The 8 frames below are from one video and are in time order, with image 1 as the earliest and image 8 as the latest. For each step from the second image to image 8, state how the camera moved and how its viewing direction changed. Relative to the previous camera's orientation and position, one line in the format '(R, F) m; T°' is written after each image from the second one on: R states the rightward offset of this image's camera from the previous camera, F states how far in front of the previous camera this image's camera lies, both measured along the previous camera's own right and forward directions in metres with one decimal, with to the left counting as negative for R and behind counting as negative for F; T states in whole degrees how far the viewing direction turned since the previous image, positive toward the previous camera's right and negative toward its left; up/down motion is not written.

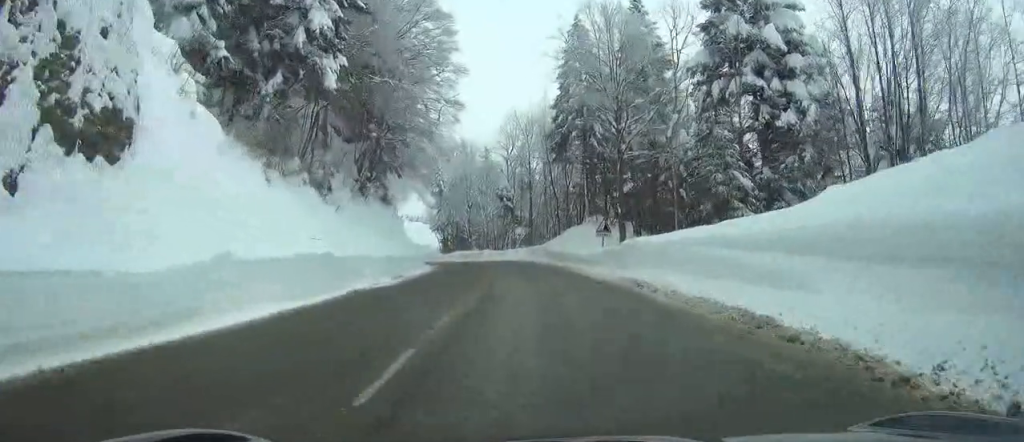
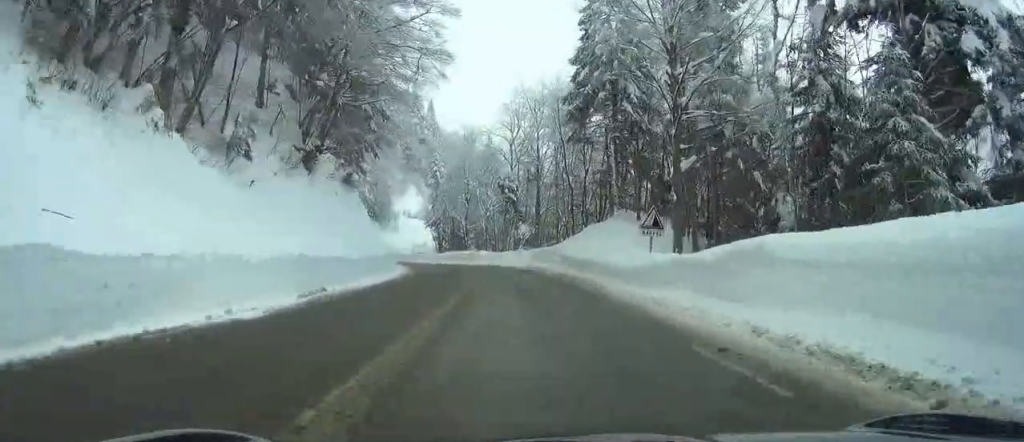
(0.0, +12.8) m; 0°
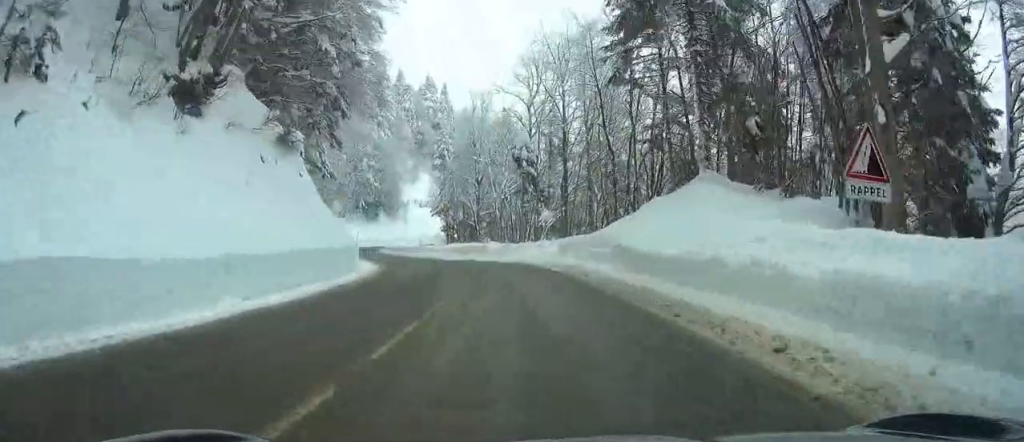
(0.0, +14.4) m; 0°
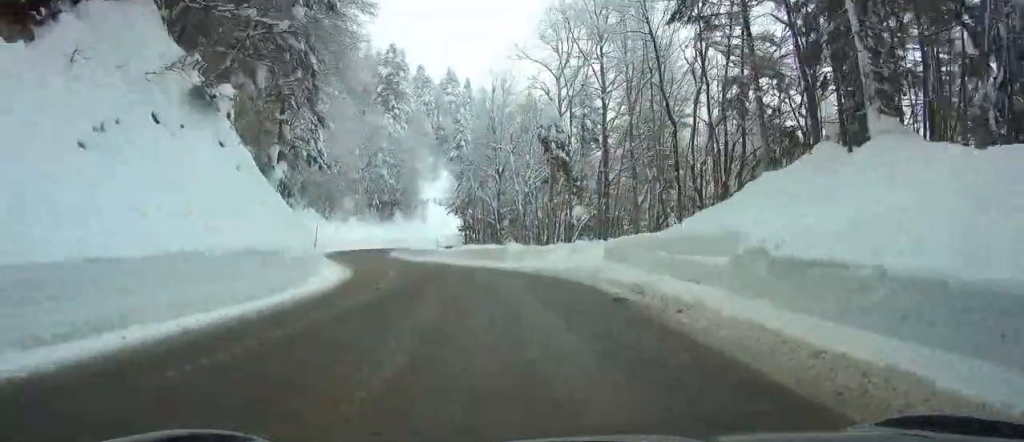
(0.0, +10.2) m; -3°
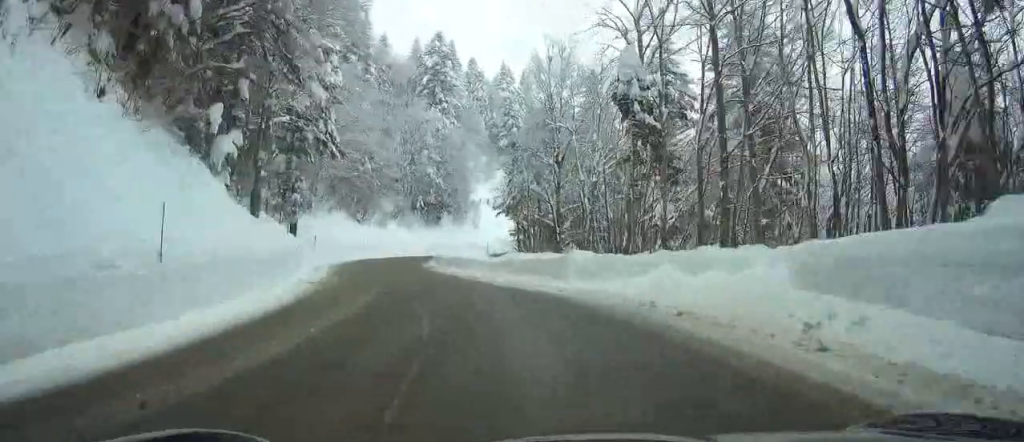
(-0.8, +13.5) m; -7°
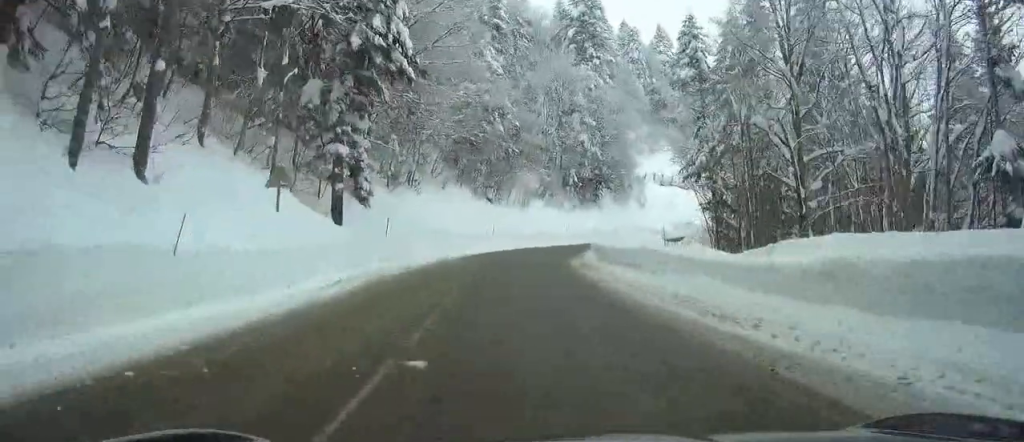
(-1.1, +22.2) m; -3°
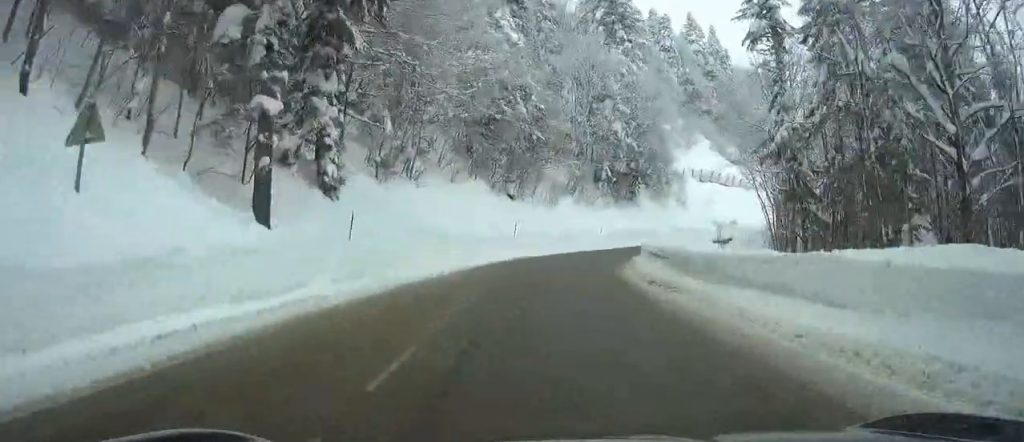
(0.0, +10.6) m; 0°
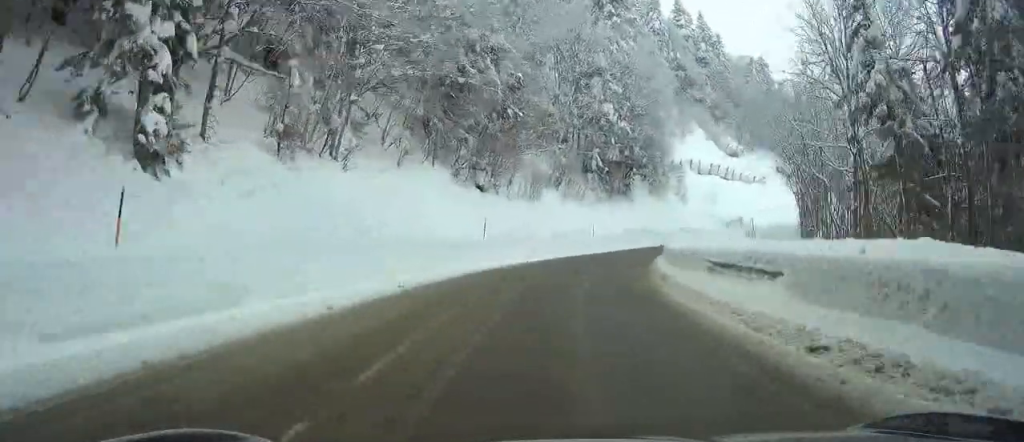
(0.0, +12.0) m; 0°
